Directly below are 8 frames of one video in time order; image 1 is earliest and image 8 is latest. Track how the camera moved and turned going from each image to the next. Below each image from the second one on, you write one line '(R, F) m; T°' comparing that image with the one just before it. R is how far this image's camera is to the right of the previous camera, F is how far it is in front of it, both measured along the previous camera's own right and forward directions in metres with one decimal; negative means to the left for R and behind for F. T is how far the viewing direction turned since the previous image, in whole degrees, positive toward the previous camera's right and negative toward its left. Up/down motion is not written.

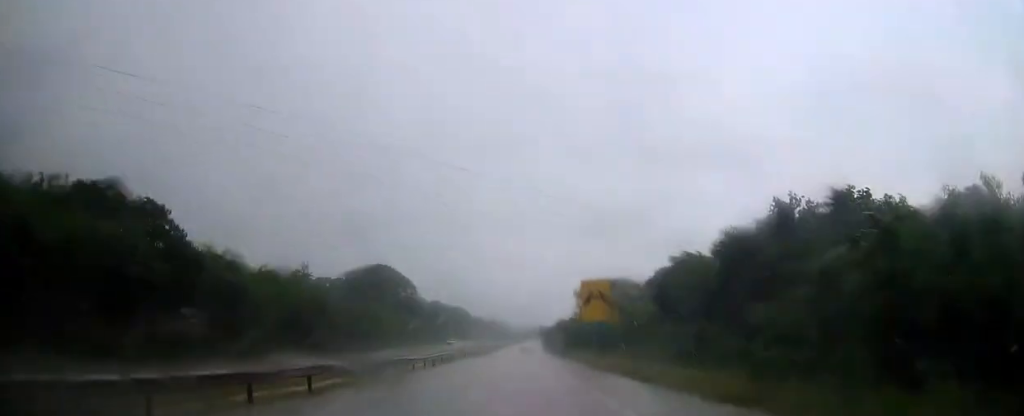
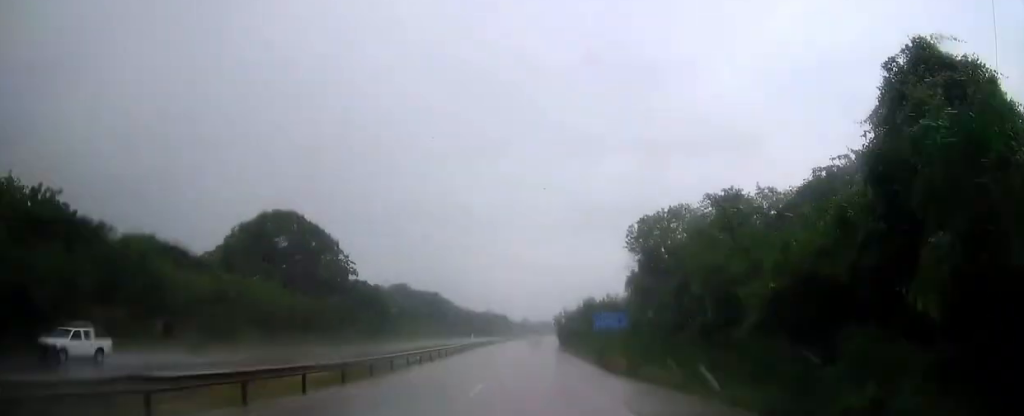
(0.0, +71.3) m; 0°
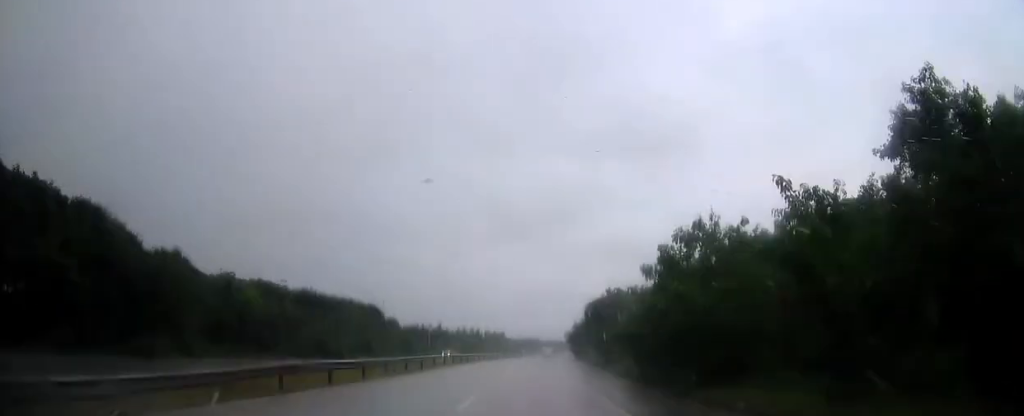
(+6.6, +160.3) m; +6°
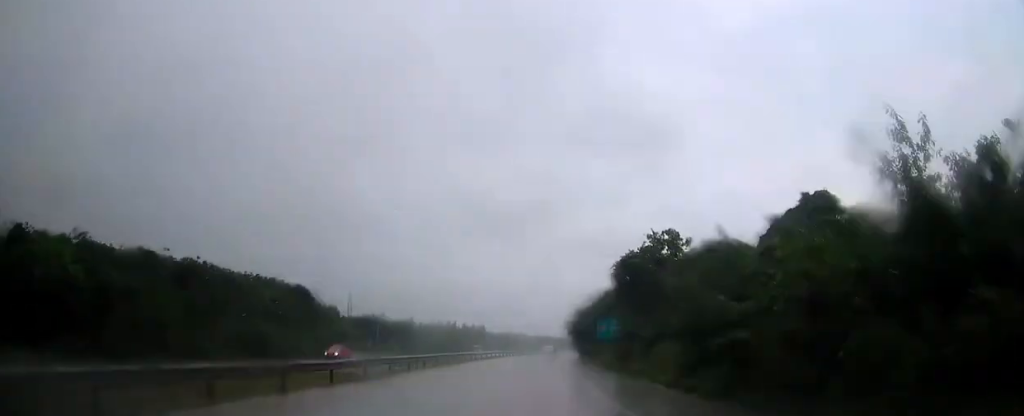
(+0.3, +32.5) m; +2°
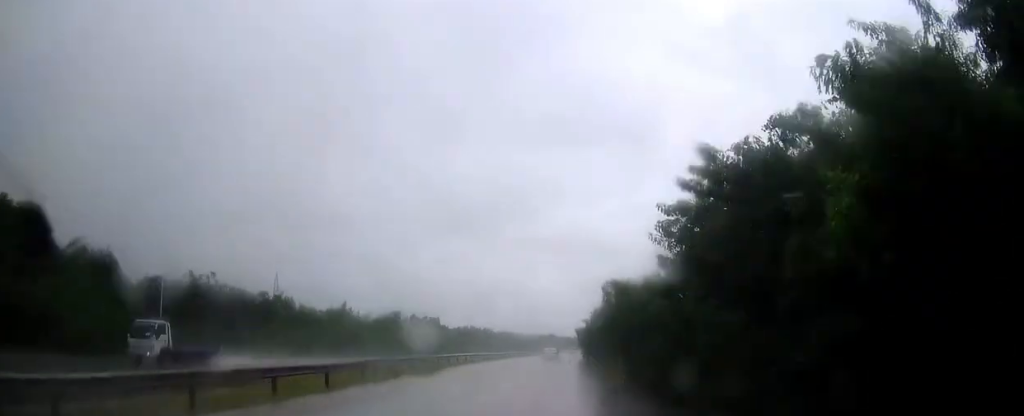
(+1.2, +53.0) m; +3°
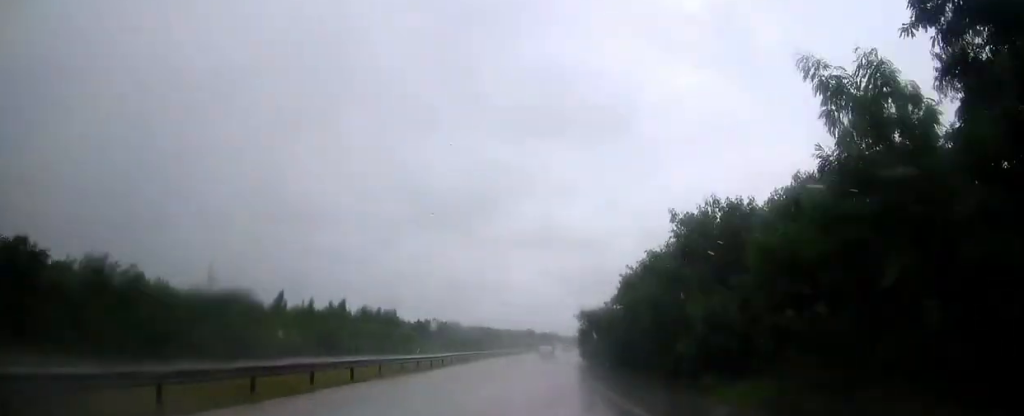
(+0.9, +33.0) m; +2°
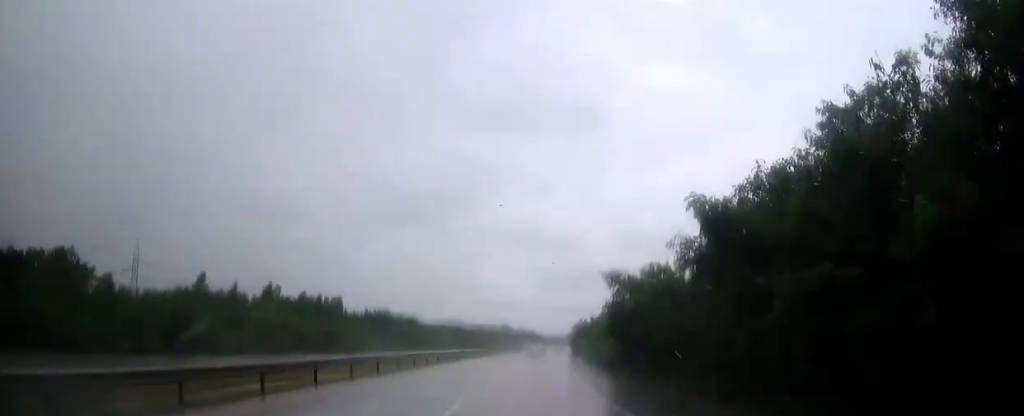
(+0.1, +30.6) m; +2°
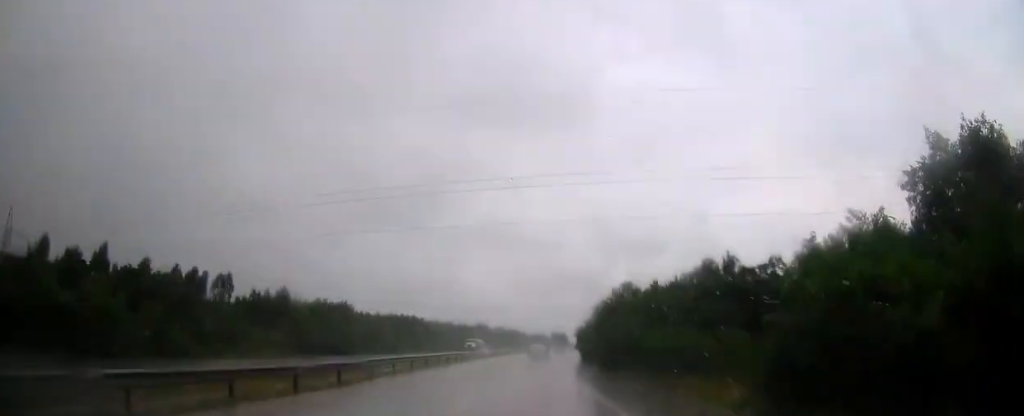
(+1.2, +44.8) m; +3°
